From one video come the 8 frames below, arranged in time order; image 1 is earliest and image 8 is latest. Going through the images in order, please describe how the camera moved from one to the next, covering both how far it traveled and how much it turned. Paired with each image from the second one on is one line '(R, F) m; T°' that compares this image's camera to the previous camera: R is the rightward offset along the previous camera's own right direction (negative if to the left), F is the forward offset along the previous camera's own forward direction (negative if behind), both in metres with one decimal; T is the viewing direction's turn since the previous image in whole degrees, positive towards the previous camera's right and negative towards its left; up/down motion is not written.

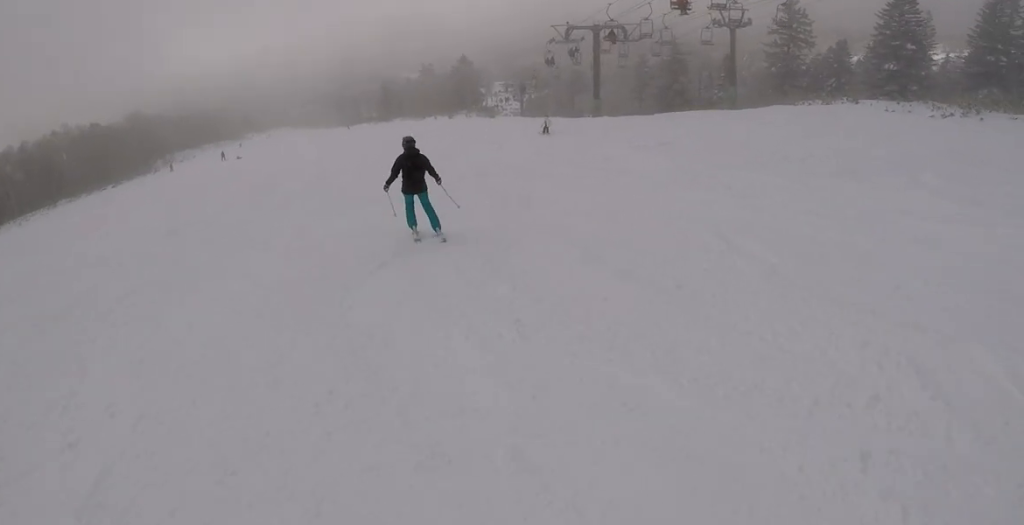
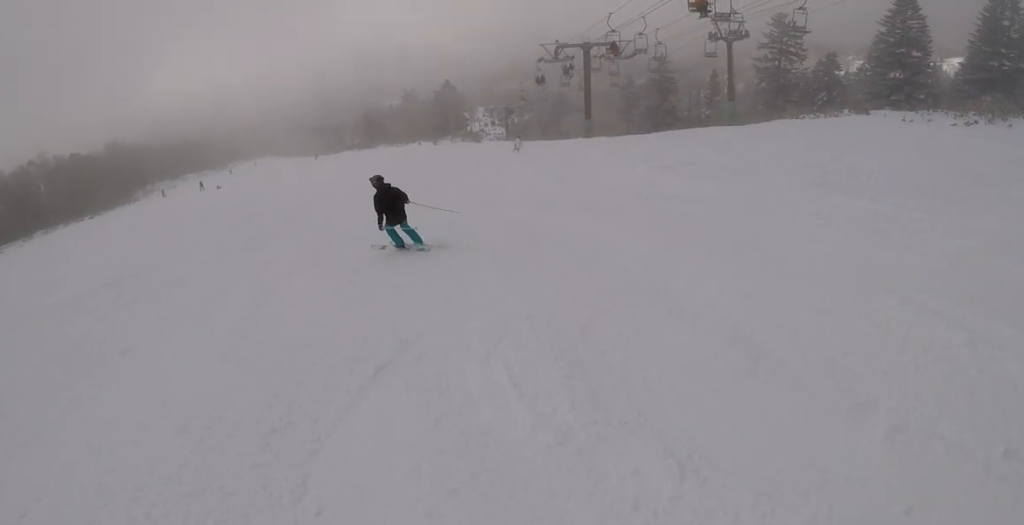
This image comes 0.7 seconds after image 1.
(-0.6, +3.8) m; -9°
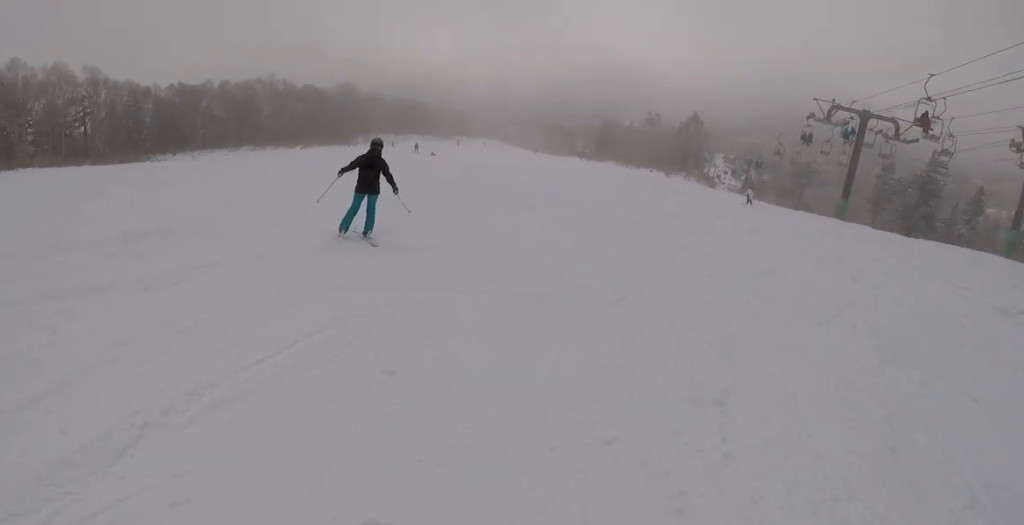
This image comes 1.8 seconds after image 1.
(-0.2, +6.5) m; -11°
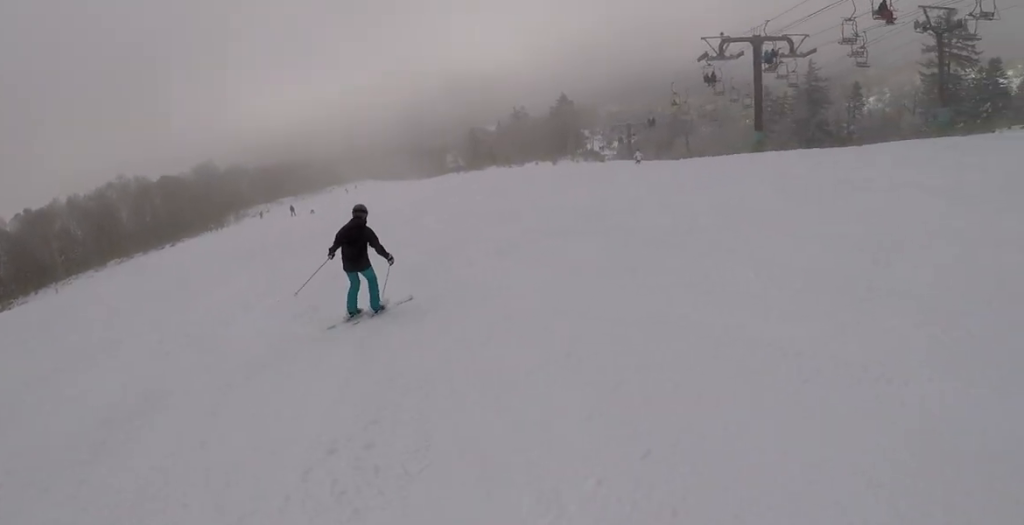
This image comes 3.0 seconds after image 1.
(-0.8, +6.8) m; +2°
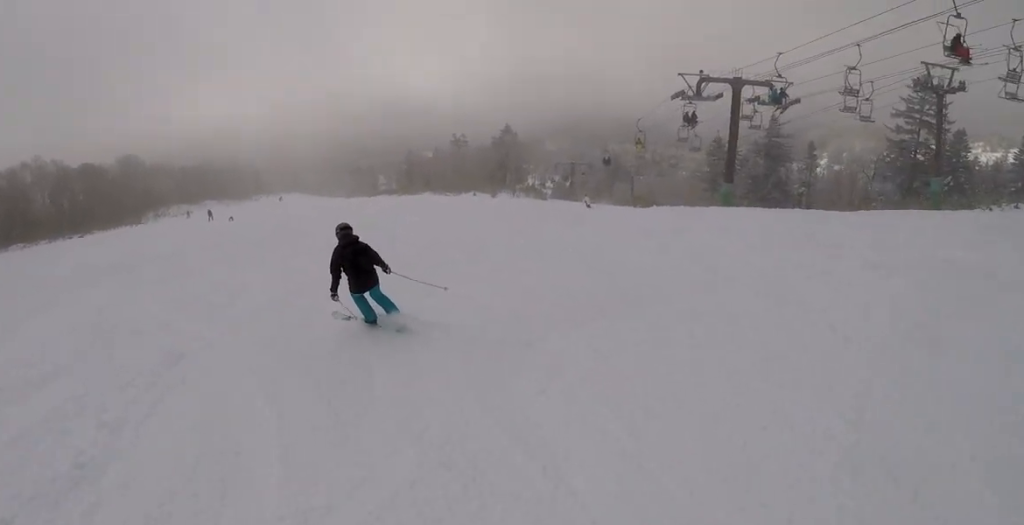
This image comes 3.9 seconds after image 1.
(+0.8, +6.0) m; +7°
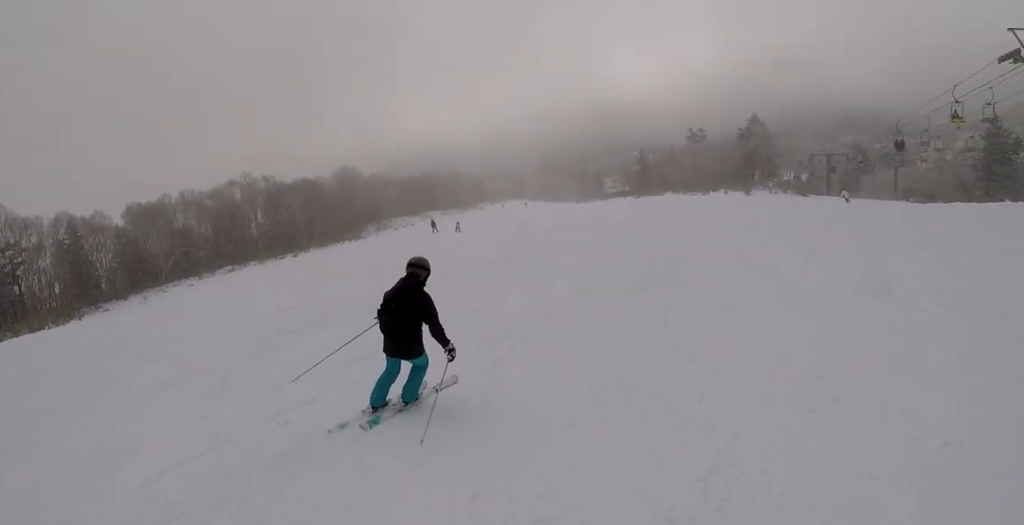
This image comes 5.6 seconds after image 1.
(-1.4, +10.3) m; -9°
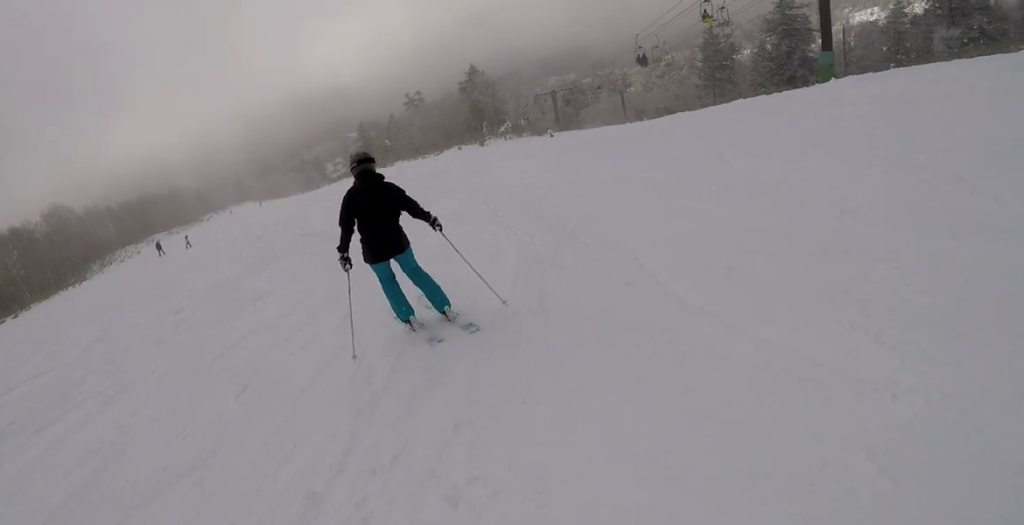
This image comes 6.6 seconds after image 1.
(+0.7, +5.8) m; +6°
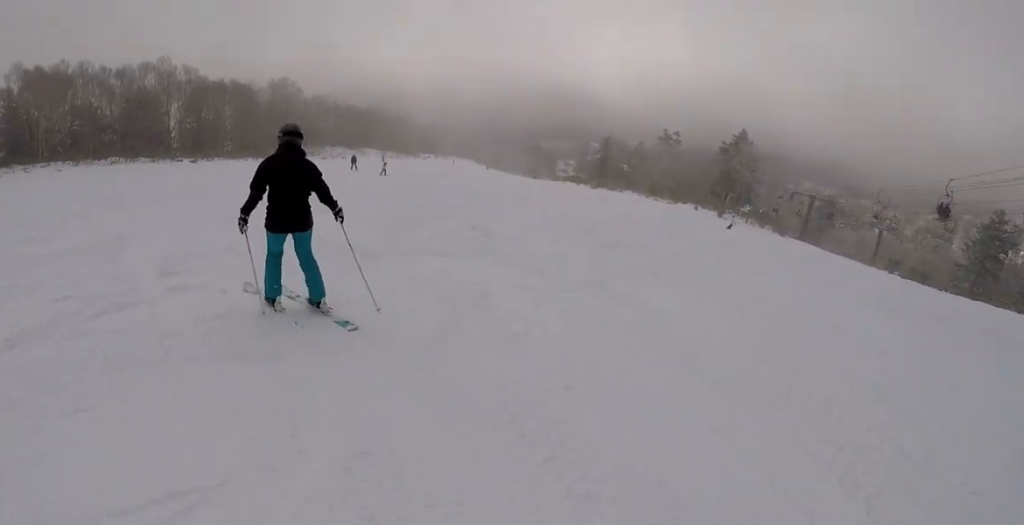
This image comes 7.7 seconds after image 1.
(0.0, +6.1) m; -6°
